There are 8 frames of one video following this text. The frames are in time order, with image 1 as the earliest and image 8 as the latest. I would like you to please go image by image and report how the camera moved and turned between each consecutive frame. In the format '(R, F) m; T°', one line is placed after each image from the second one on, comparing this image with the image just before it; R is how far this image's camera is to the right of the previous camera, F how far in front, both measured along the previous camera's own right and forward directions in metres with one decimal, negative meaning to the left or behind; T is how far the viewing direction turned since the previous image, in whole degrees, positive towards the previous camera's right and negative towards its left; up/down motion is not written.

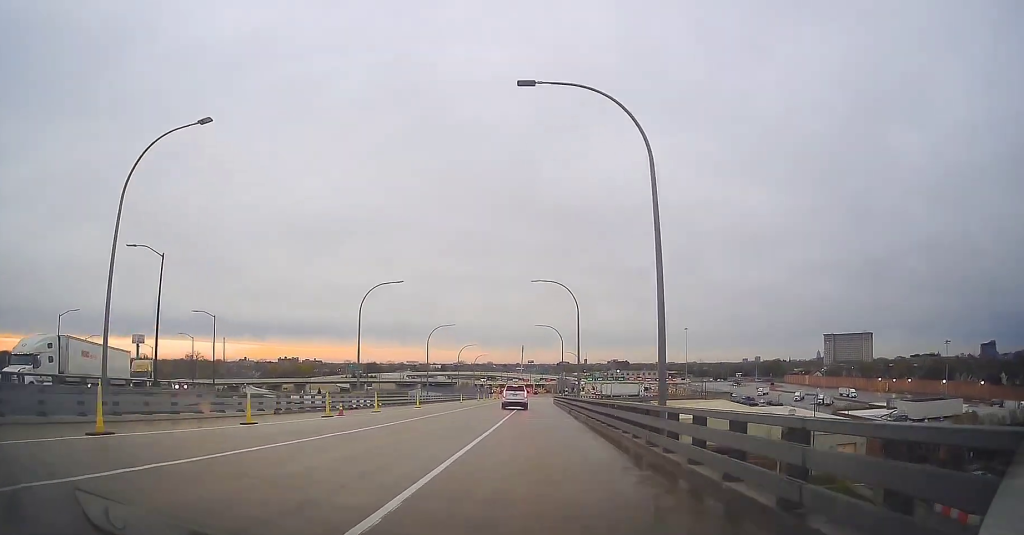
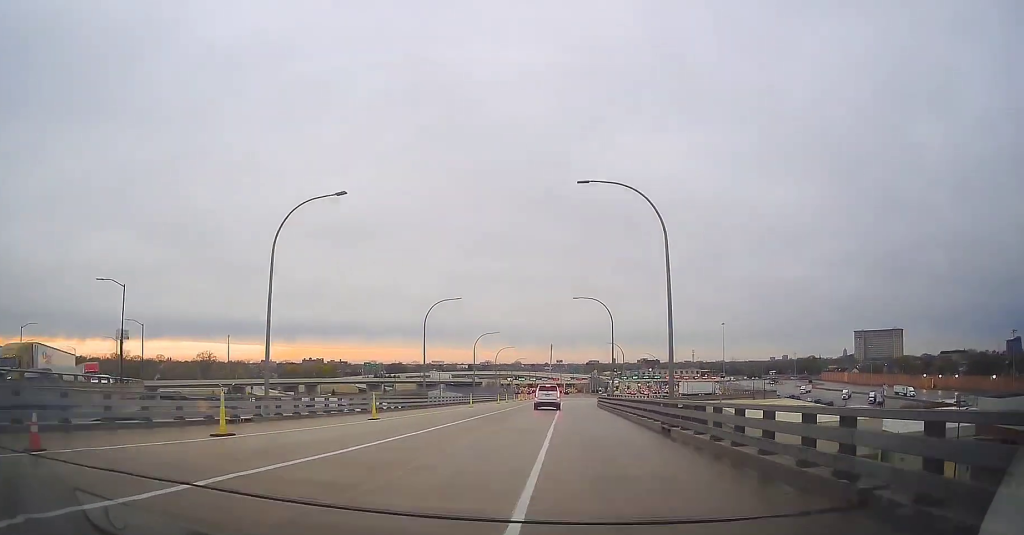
(-0.2, +20.0) m; 0°
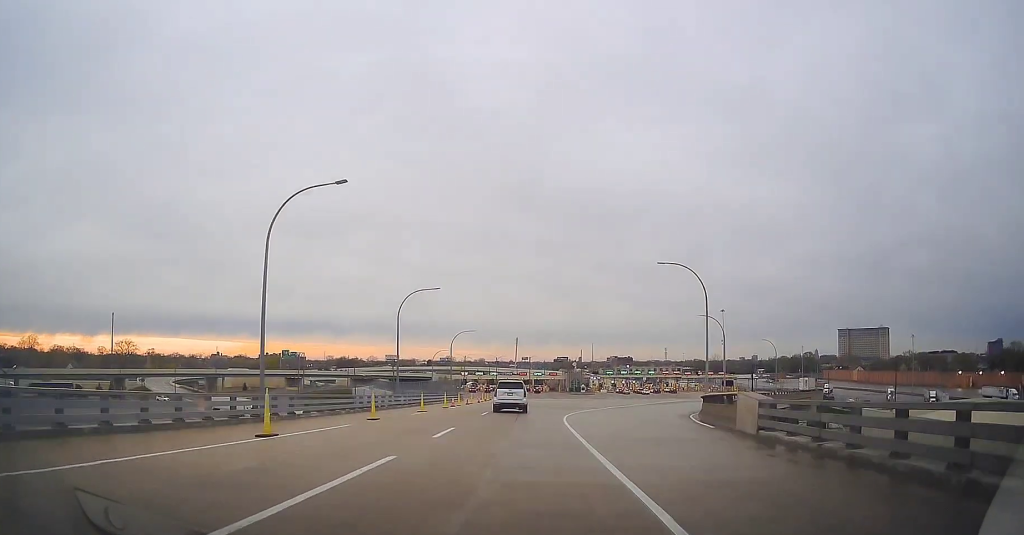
(+1.1, +53.8) m; +3°
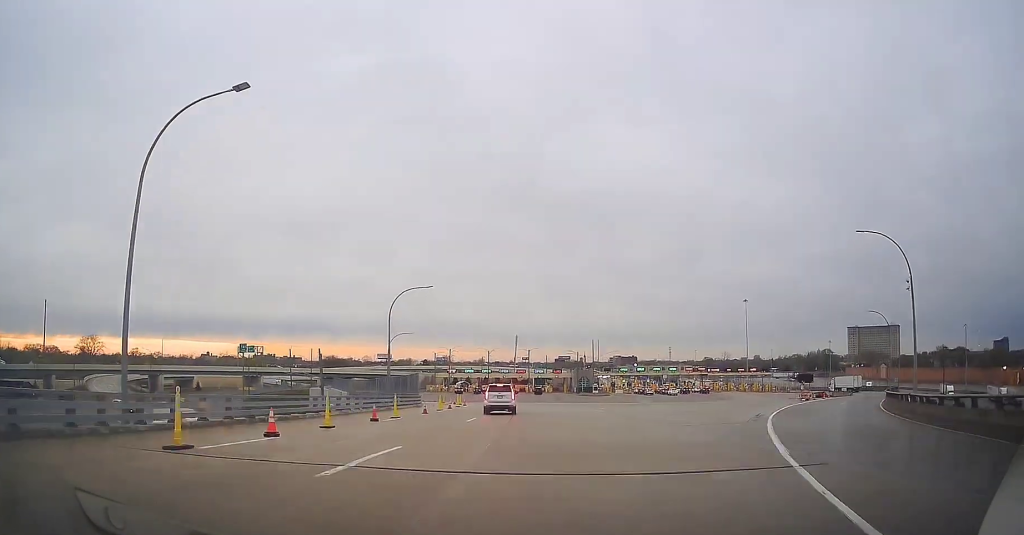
(+0.3, +37.4) m; +1°
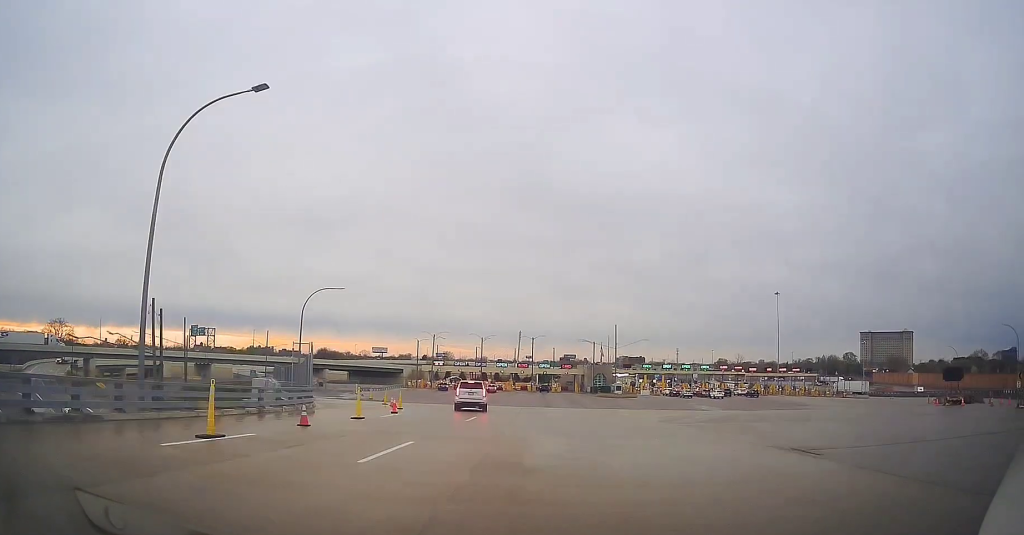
(+0.1, +32.7) m; -1°
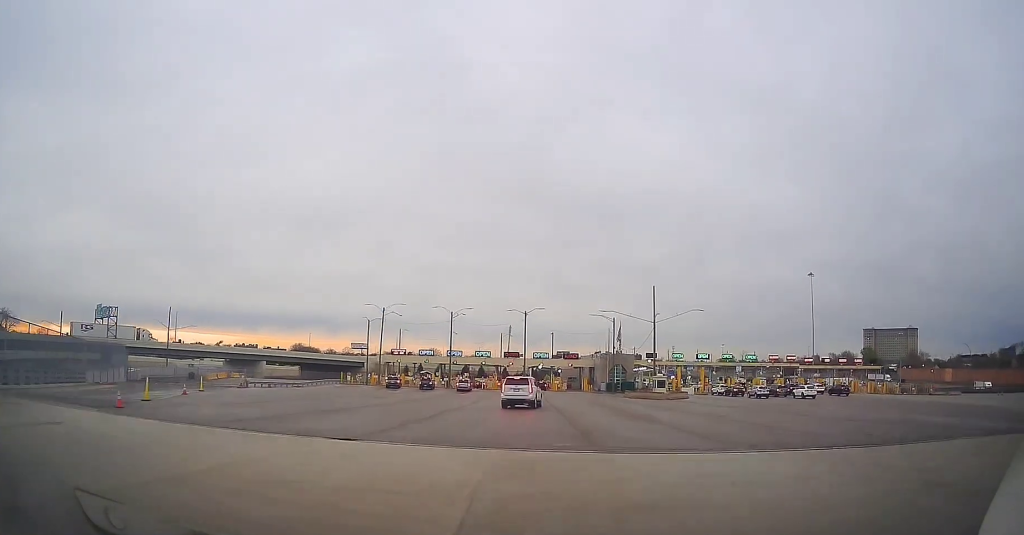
(-0.5, +35.8) m; +1°
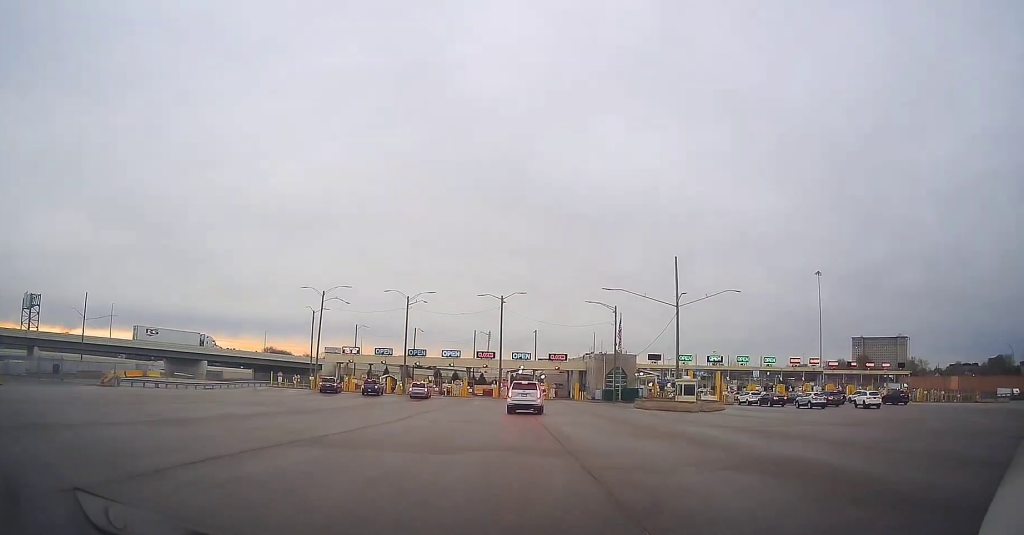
(+0.5, +18.3) m; +2°
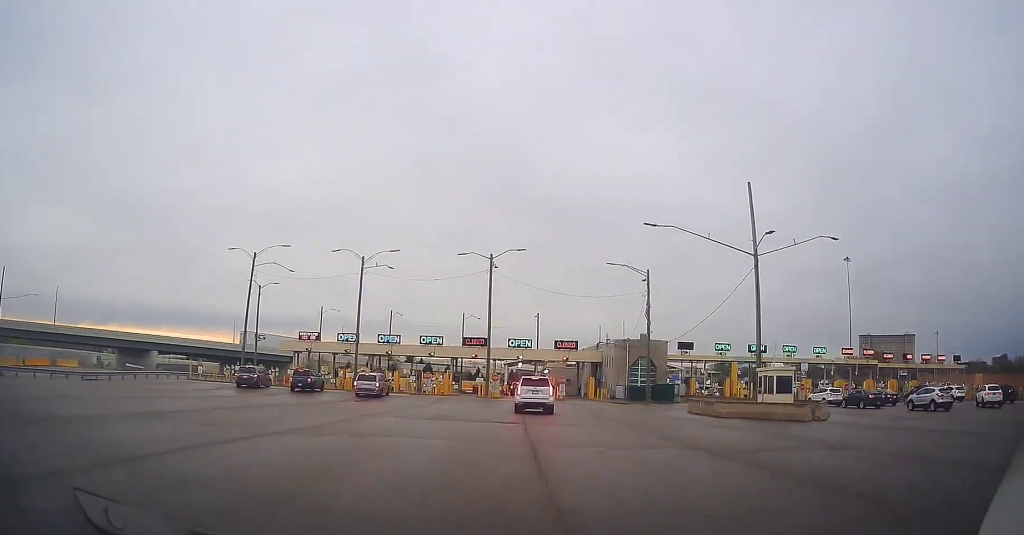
(+0.3, +16.8) m; +2°
